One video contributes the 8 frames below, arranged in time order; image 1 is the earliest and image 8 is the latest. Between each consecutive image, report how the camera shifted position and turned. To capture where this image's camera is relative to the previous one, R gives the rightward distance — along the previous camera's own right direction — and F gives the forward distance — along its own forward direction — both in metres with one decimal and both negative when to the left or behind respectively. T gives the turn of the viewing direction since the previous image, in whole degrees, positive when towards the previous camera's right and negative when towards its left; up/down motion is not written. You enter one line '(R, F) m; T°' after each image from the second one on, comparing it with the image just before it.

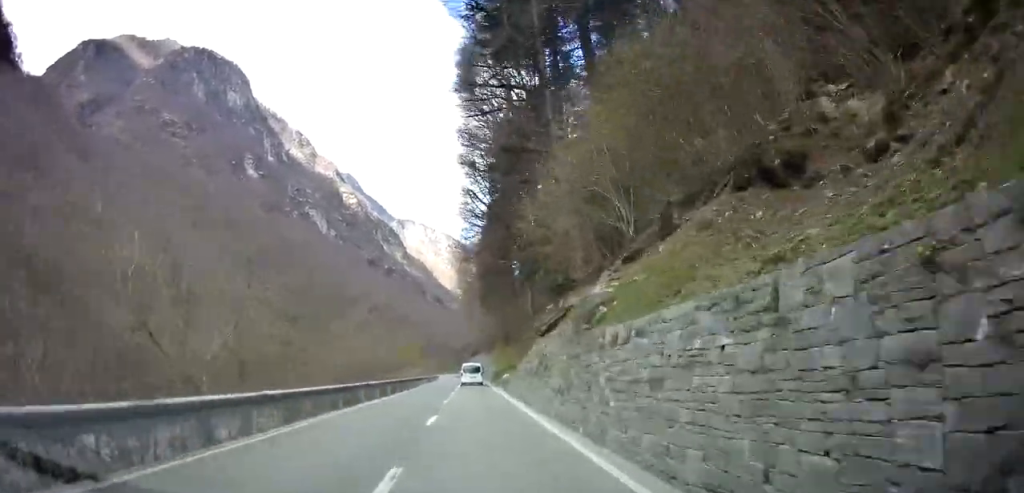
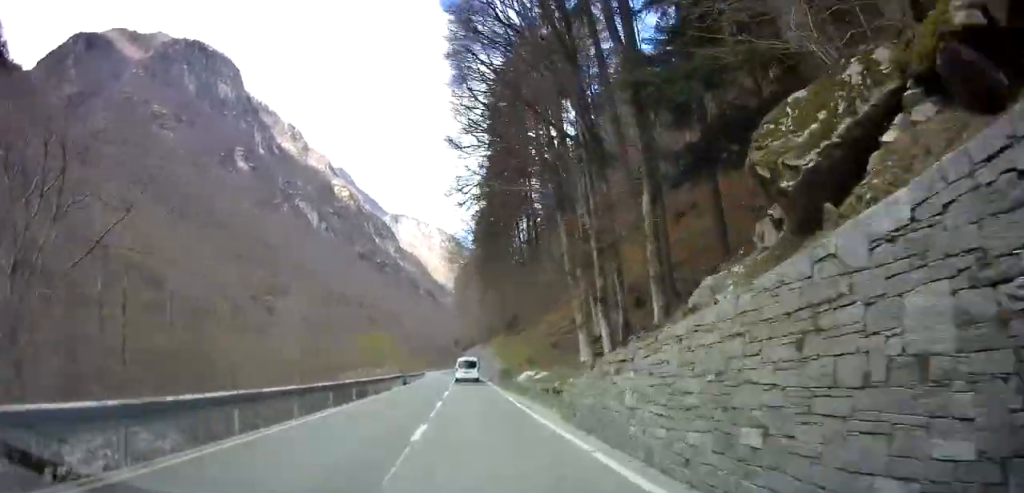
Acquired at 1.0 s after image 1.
(+0.4, +20.2) m; +1°
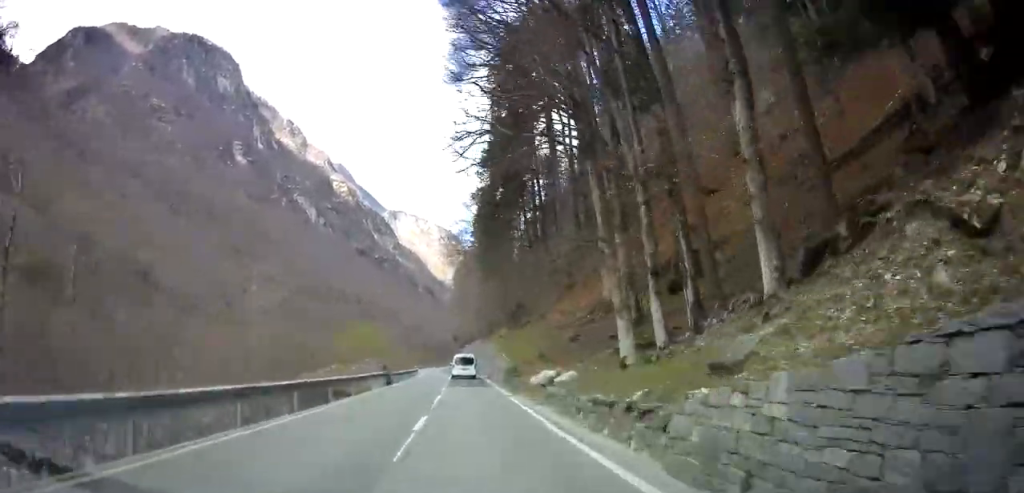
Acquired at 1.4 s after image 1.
(0.0, +8.1) m; 0°
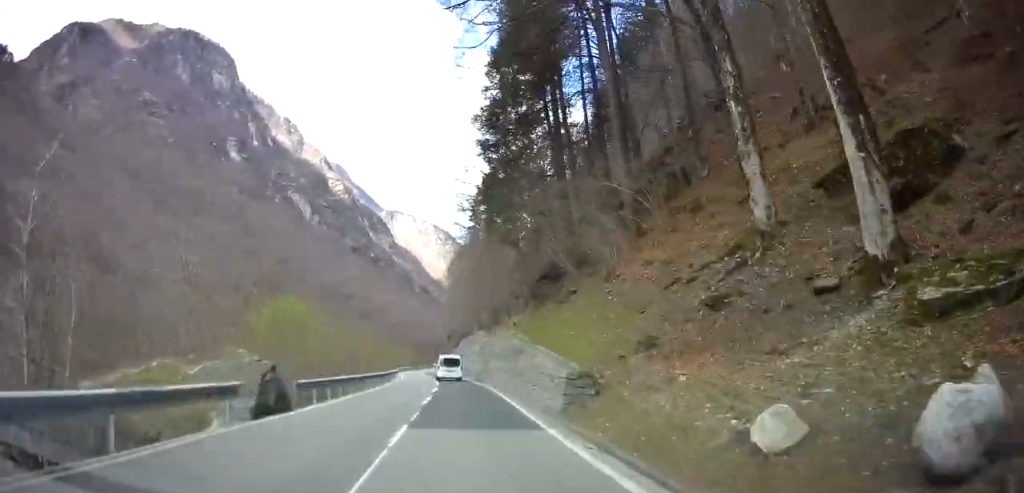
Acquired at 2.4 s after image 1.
(-0.1, +19.6) m; -1°
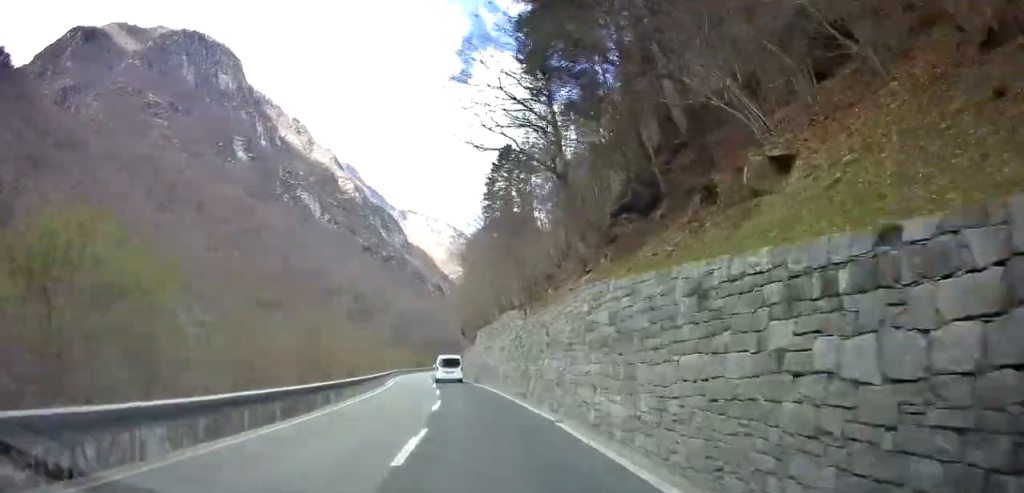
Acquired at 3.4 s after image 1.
(-0.1, +19.5) m; -1°
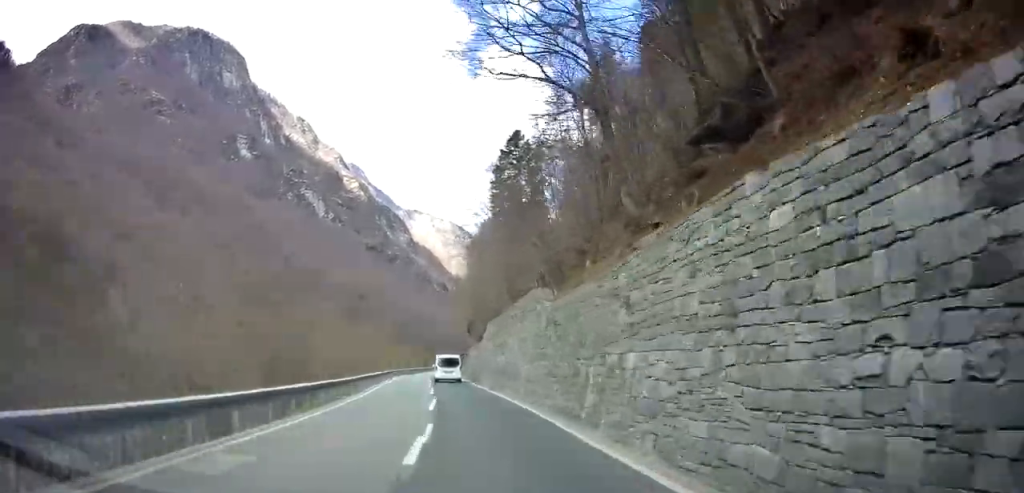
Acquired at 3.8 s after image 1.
(-0.1, +9.2) m; 0°
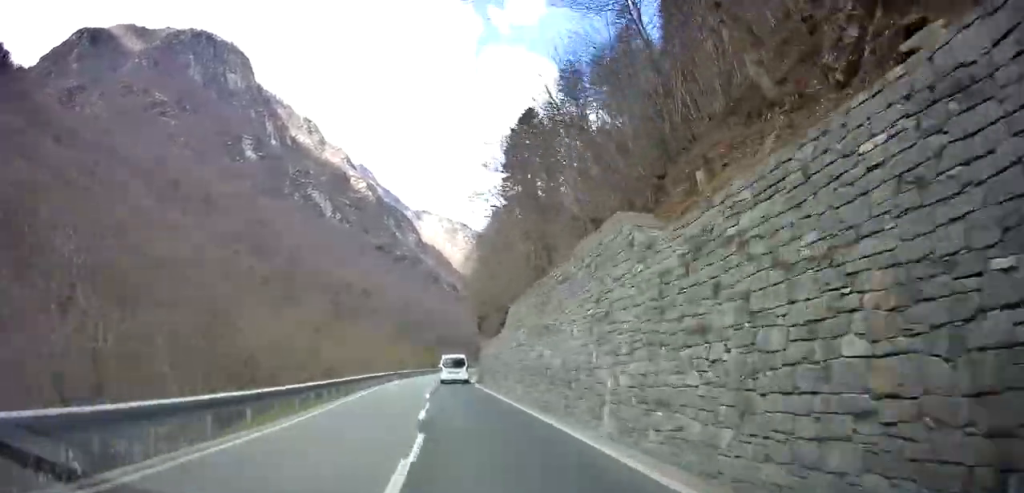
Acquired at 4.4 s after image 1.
(0.0, +11.1) m; +1°
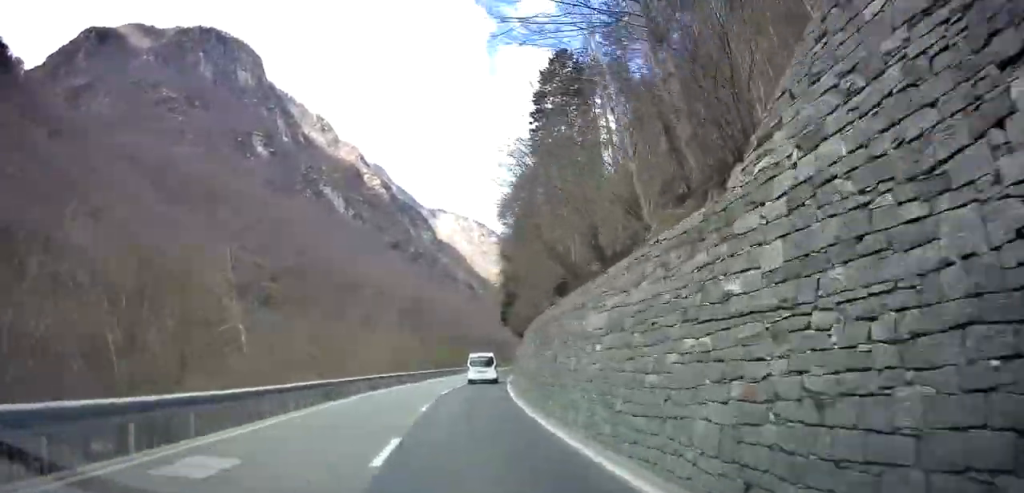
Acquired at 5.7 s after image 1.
(+1.3, +24.4) m; 0°
